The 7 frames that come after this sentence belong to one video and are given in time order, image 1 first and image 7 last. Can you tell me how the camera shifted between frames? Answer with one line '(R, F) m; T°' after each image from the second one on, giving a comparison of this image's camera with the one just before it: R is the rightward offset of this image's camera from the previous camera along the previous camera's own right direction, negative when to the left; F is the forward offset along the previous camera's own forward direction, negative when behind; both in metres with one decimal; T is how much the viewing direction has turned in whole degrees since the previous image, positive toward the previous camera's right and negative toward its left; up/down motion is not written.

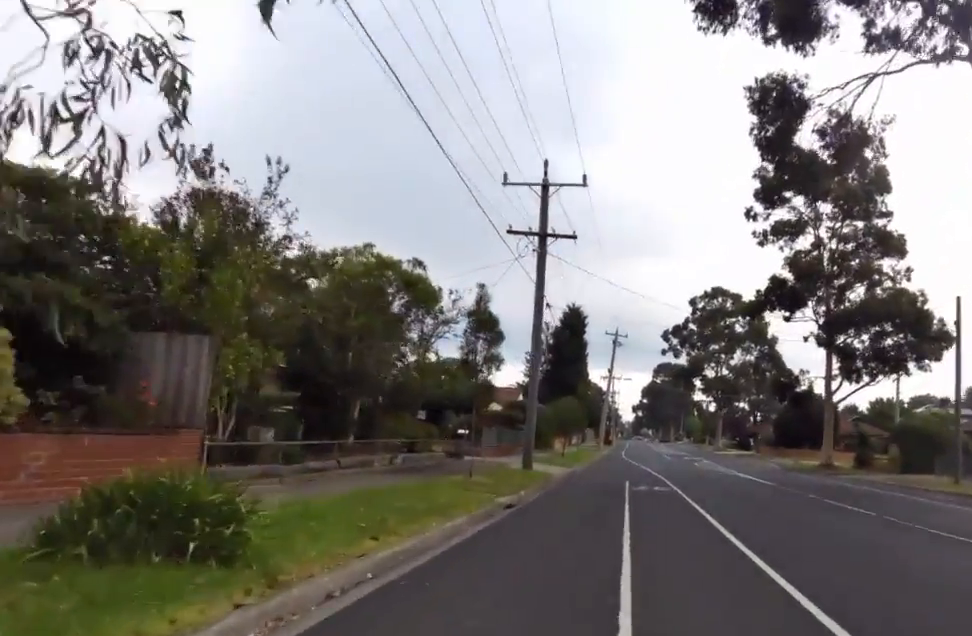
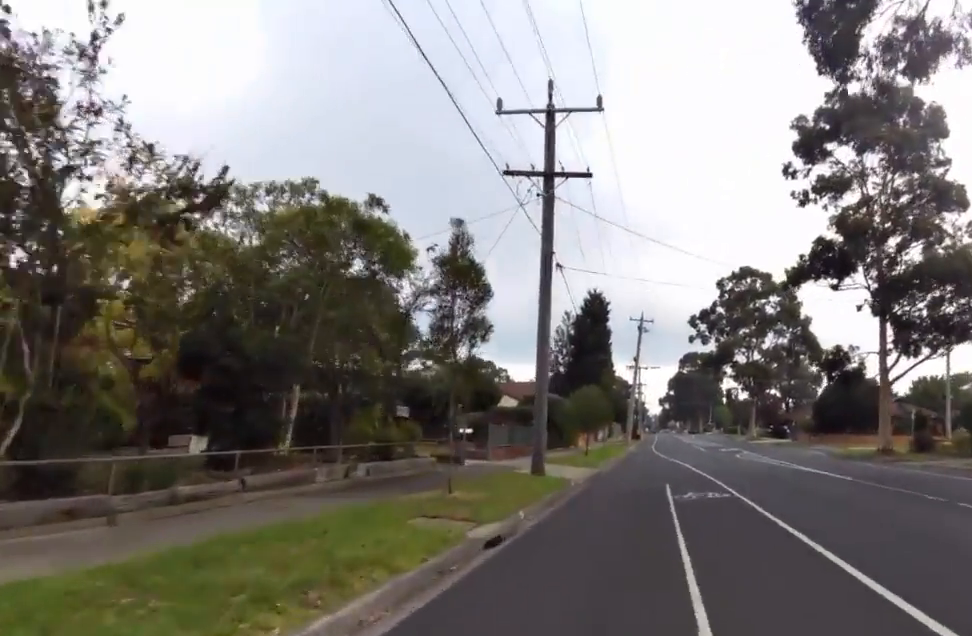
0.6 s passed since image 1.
(-0.1, +5.1) m; +4°
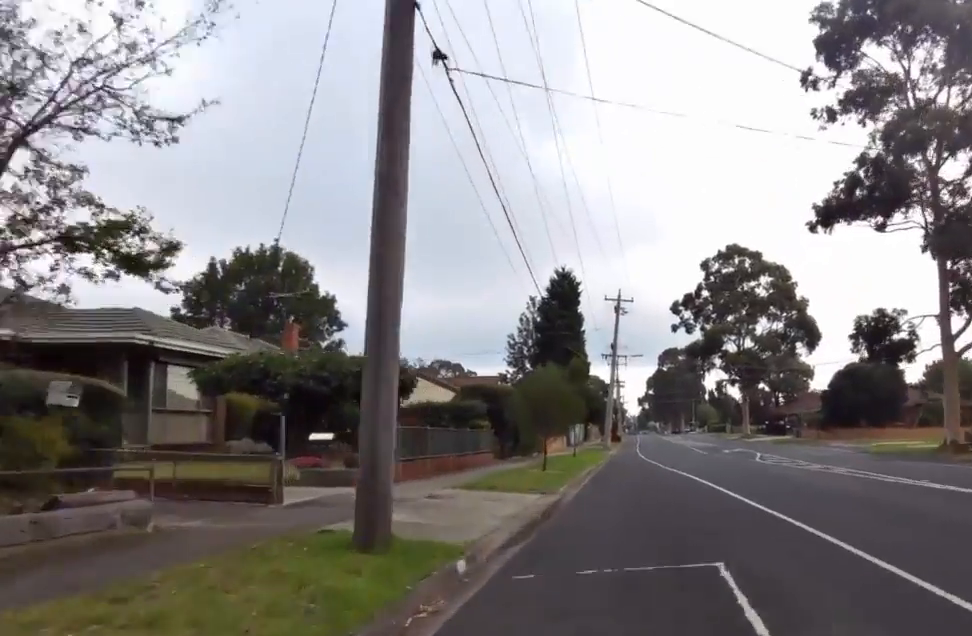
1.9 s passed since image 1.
(+1.1, +10.9) m; +2°
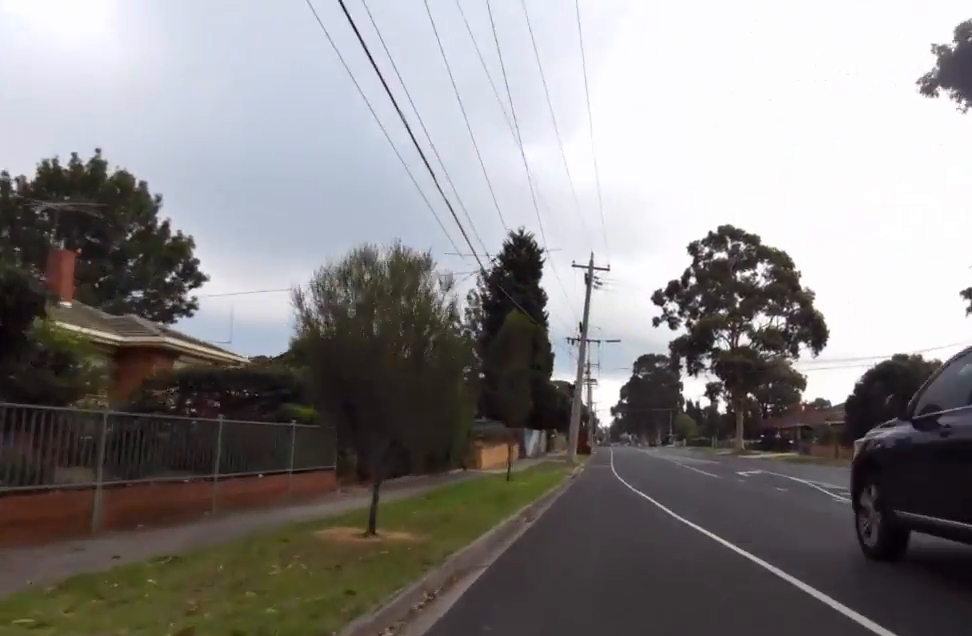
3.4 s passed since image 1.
(-1.5, +13.3) m; -3°
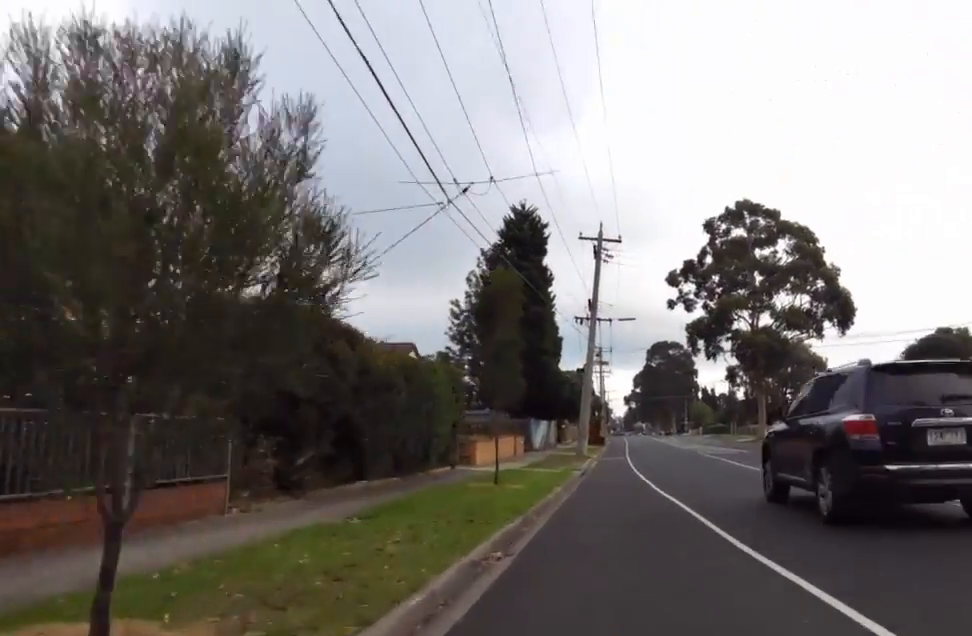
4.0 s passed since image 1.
(-0.1, +4.4) m; +4°
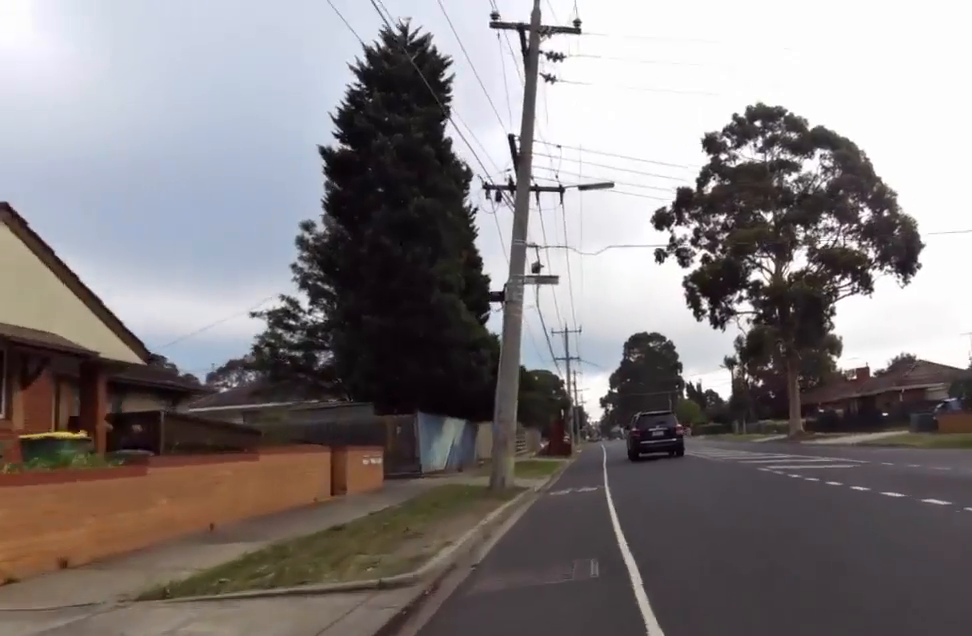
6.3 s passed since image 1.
(+1.2, +20.7) m; -1°
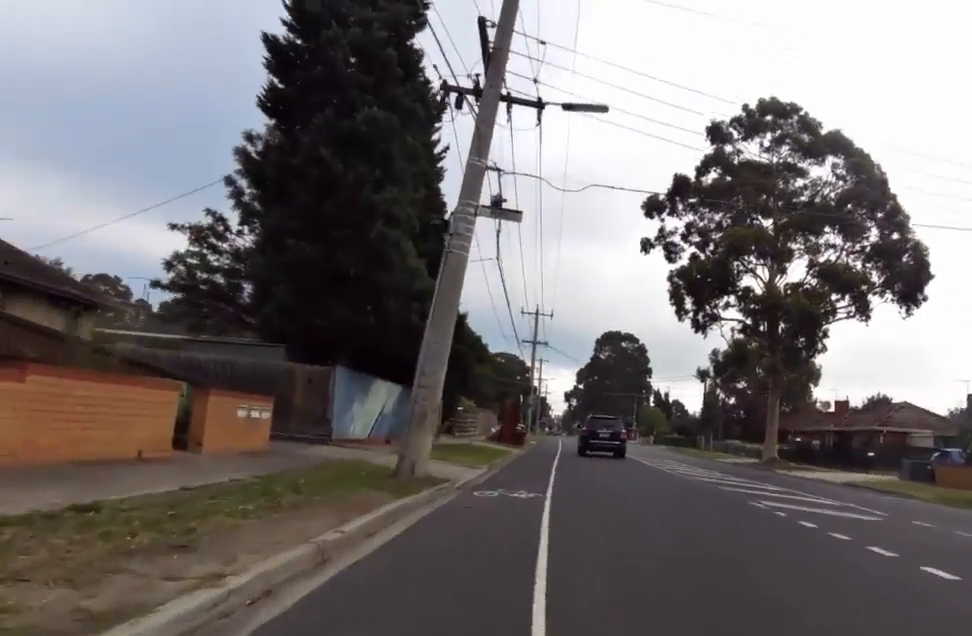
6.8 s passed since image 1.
(-0.5, +4.0) m; 0°
